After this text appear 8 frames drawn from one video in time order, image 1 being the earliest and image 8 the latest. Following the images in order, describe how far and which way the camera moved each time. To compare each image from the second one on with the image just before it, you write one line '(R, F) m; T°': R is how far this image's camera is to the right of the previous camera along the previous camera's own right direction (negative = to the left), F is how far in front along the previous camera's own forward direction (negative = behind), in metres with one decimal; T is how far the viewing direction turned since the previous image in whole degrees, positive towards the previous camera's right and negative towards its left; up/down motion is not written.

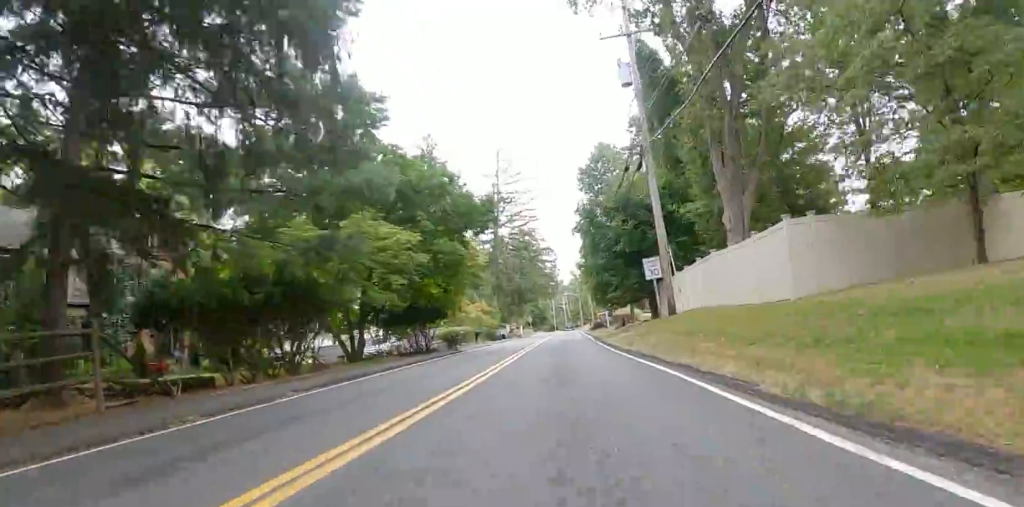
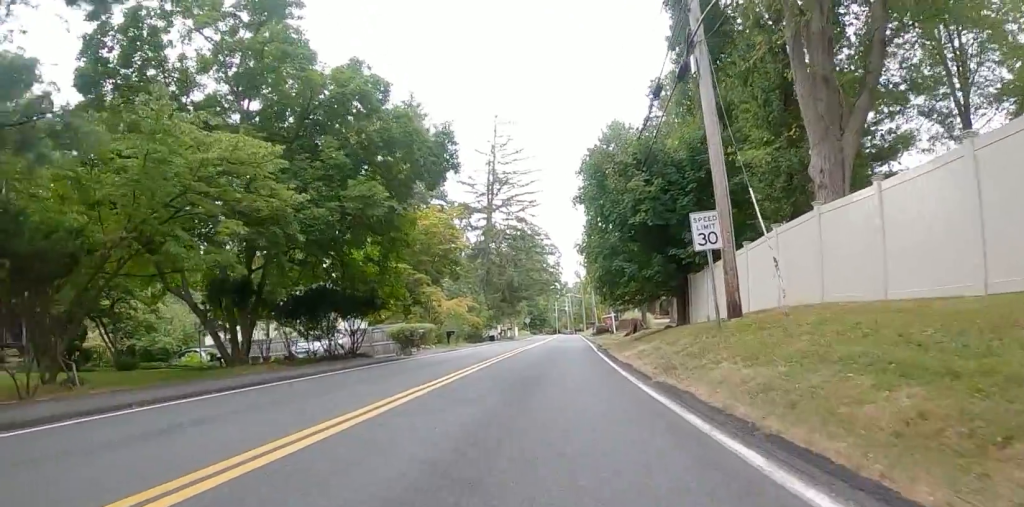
(-0.5, +9.0) m; -8°
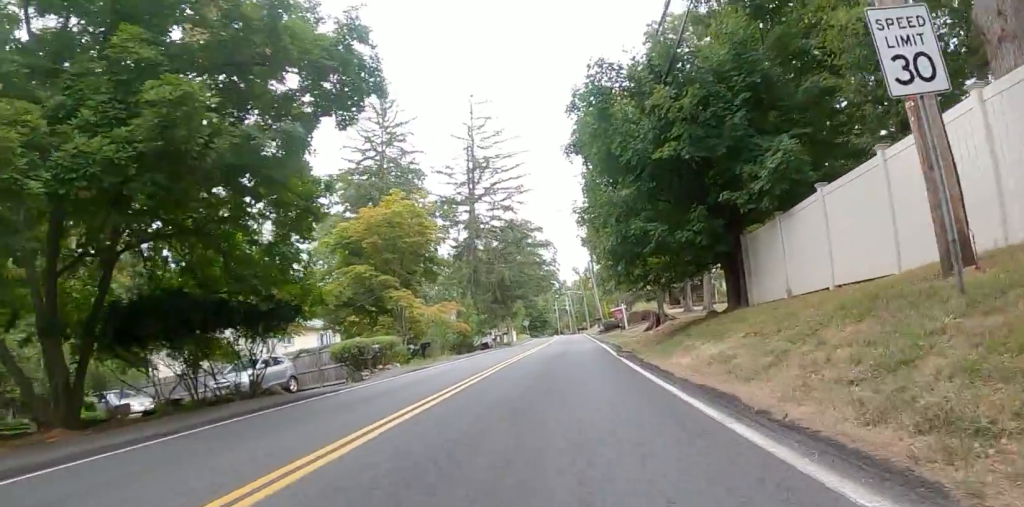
(-0.4, +7.1) m; +6°
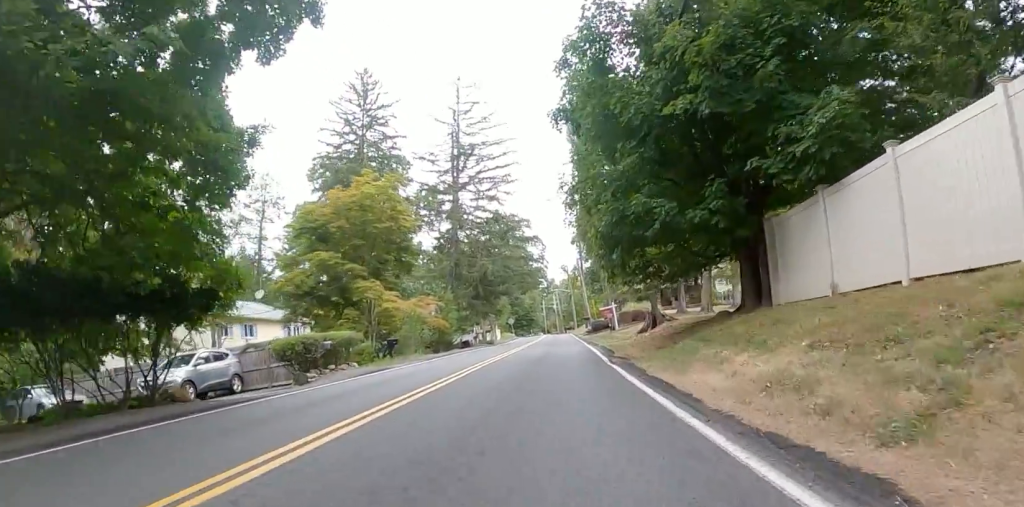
(+0.3, +3.1) m; +7°
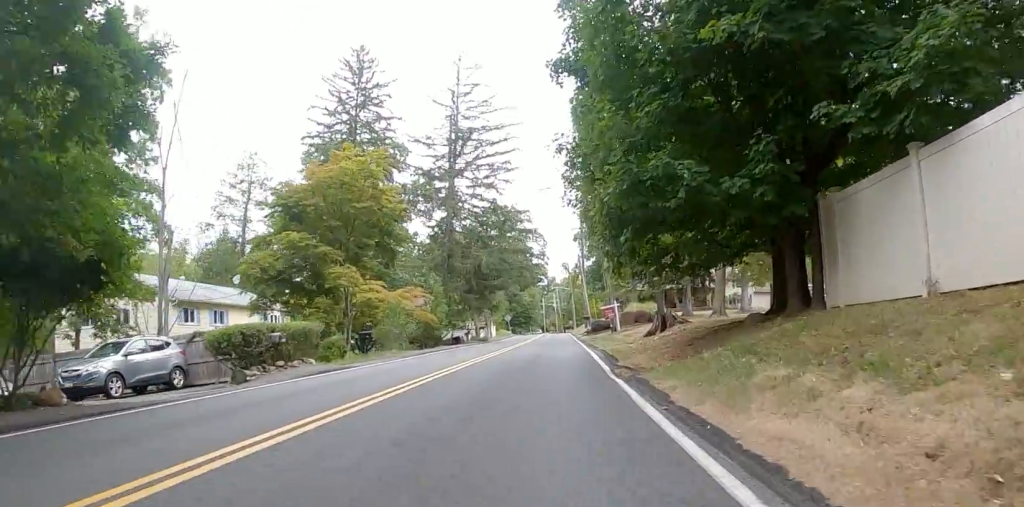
(+0.2, +3.1) m; +2°
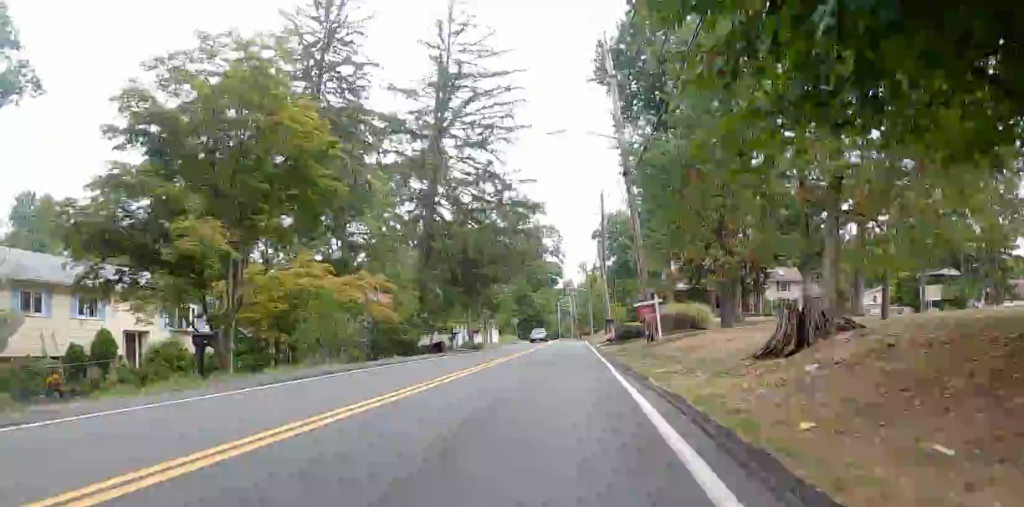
(-1.8, +11.1) m; -15°
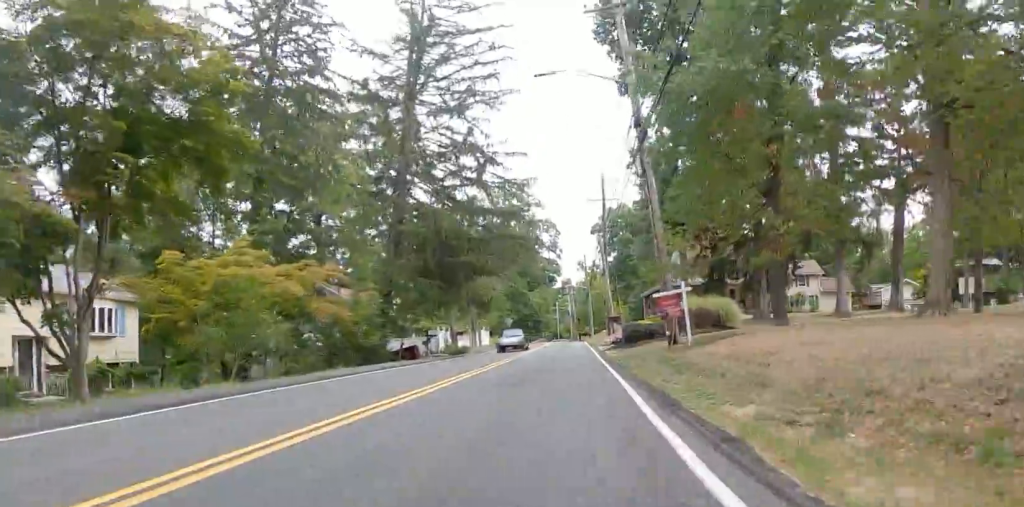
(+0.2, +6.0) m; +4°
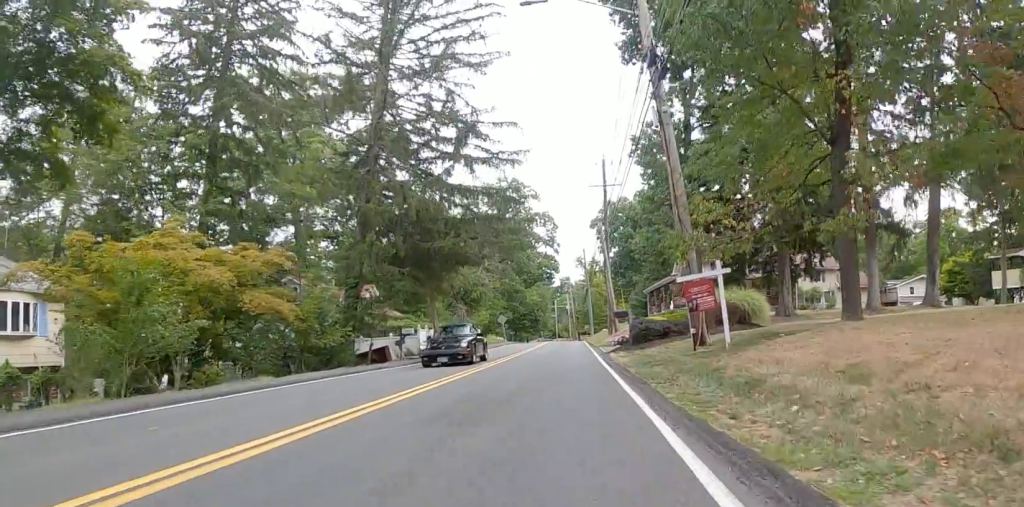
(+0.3, +4.5) m; +4°
